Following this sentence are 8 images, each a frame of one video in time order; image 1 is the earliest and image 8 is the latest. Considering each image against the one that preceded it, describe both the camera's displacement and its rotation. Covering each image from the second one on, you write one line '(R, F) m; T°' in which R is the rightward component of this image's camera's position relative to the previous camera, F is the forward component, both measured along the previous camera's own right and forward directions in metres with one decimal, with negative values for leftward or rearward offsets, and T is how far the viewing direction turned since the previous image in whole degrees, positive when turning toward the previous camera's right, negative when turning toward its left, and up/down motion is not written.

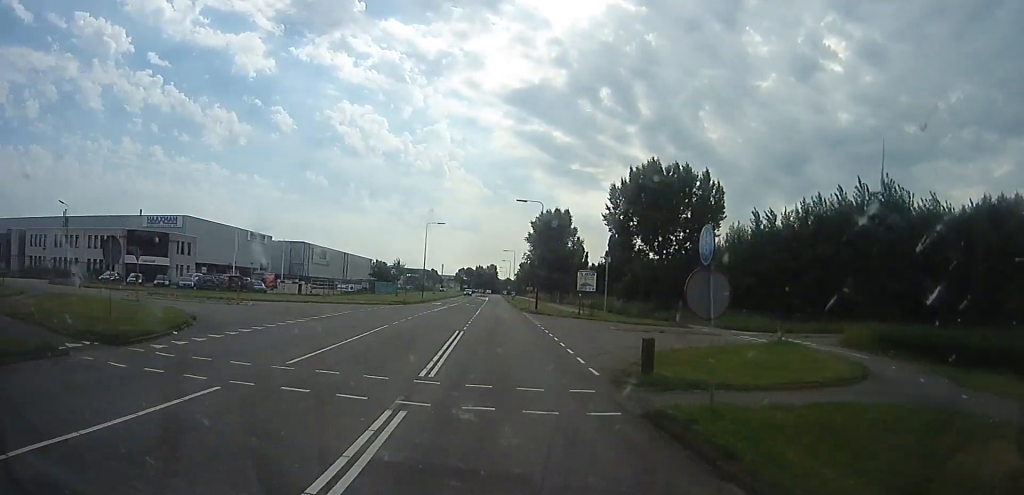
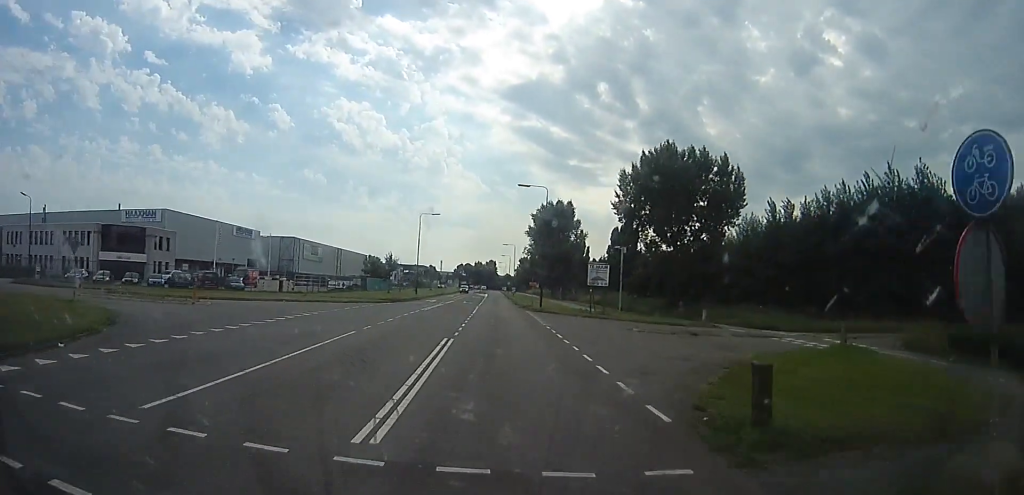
(-0.2, +5.0) m; -1°
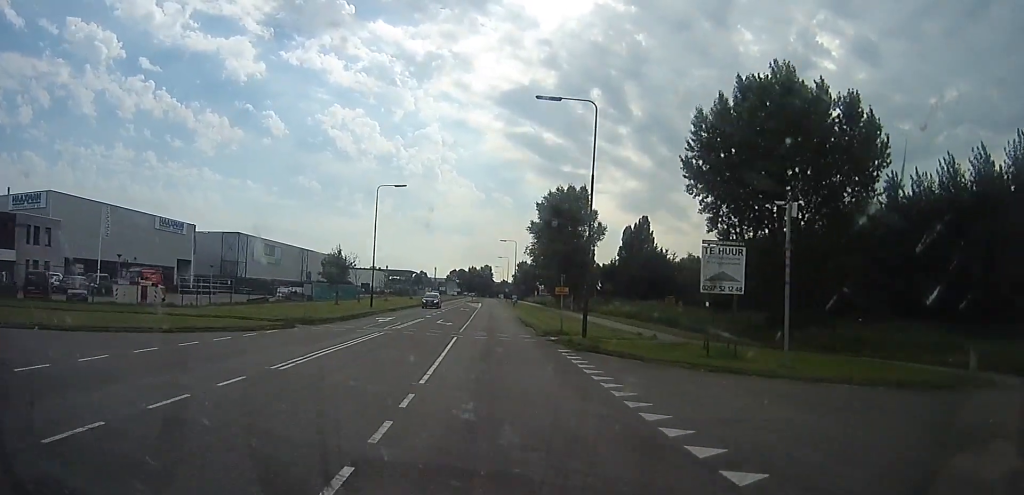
(+0.4, +21.1) m; +5°
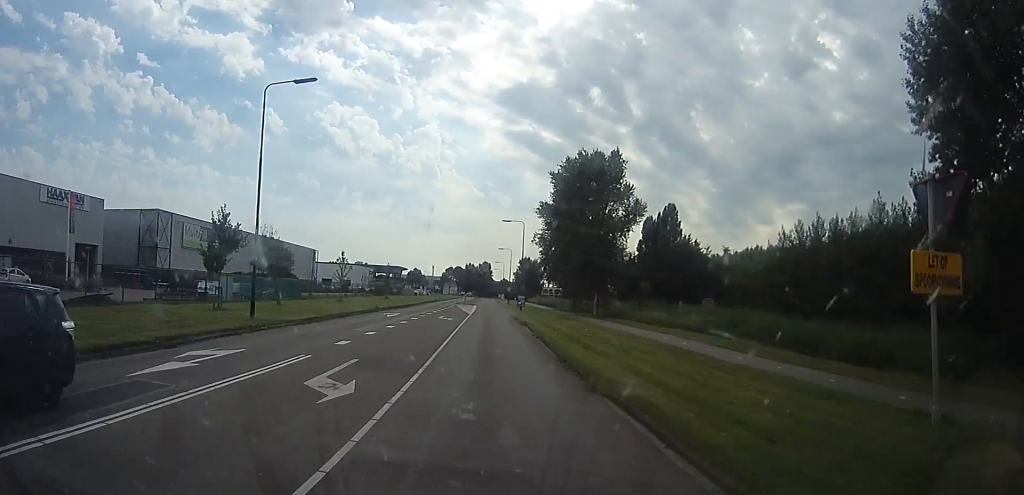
(0.0, +21.0) m; 0°
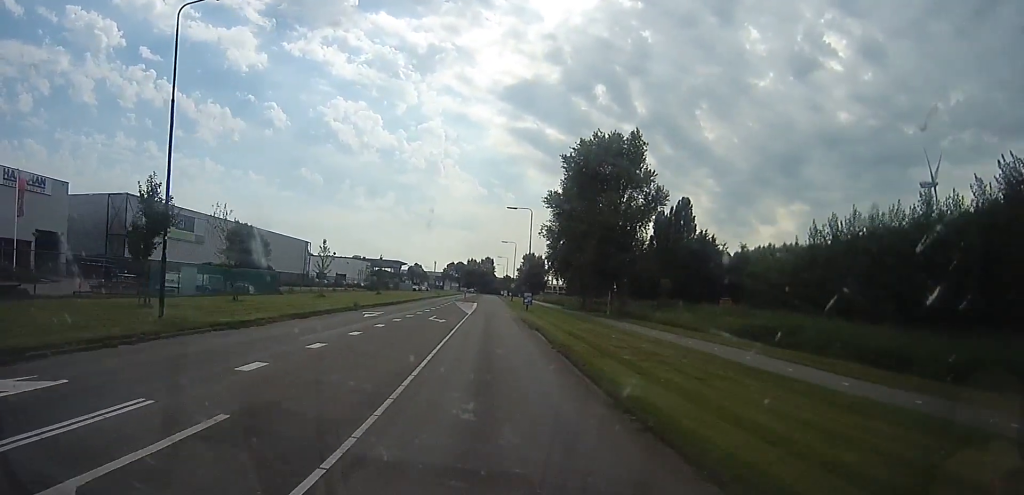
(0.0, +6.6) m; 0°
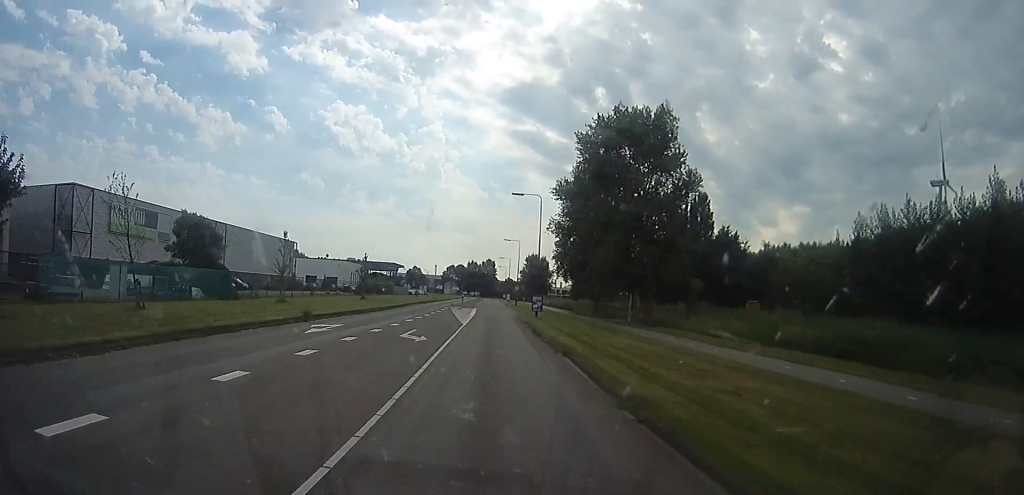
(0.0, +8.6) m; 0°
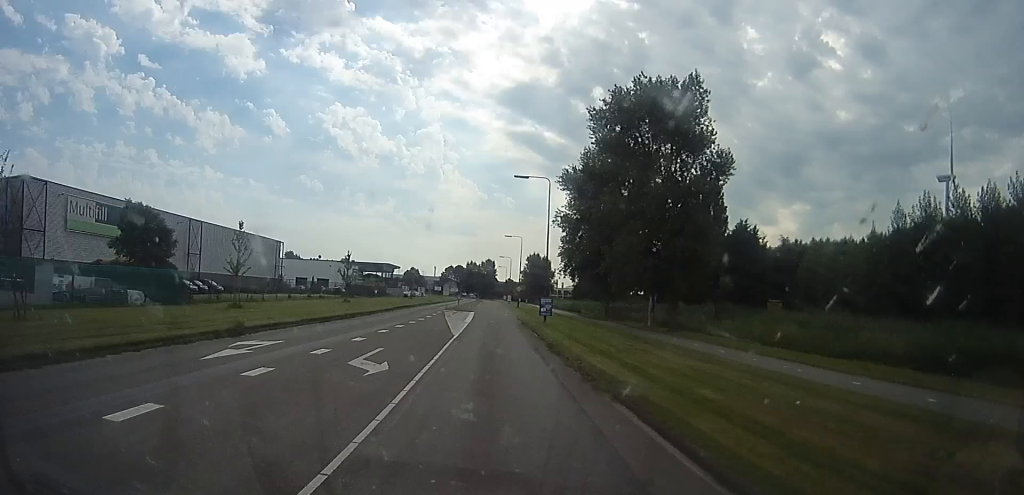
(0.0, +6.5) m; 0°
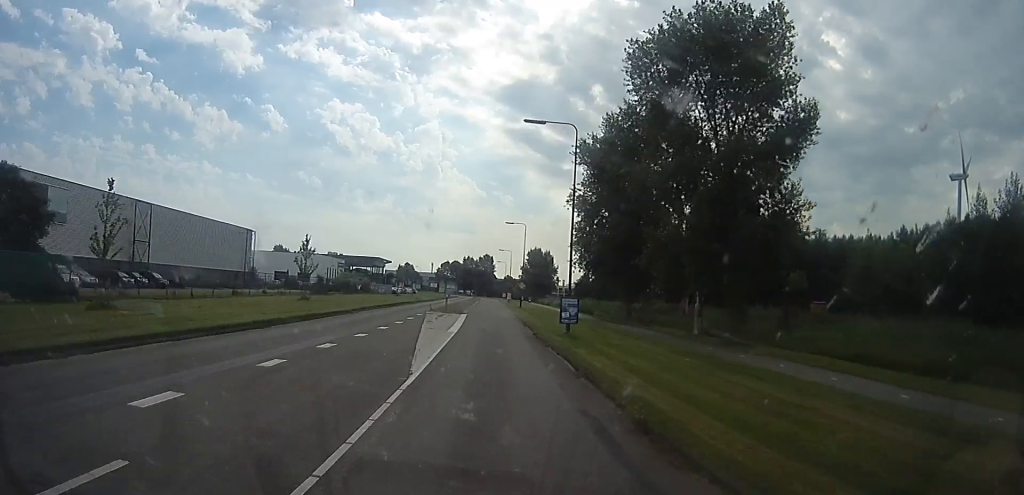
(0.0, +11.1) m; 0°
